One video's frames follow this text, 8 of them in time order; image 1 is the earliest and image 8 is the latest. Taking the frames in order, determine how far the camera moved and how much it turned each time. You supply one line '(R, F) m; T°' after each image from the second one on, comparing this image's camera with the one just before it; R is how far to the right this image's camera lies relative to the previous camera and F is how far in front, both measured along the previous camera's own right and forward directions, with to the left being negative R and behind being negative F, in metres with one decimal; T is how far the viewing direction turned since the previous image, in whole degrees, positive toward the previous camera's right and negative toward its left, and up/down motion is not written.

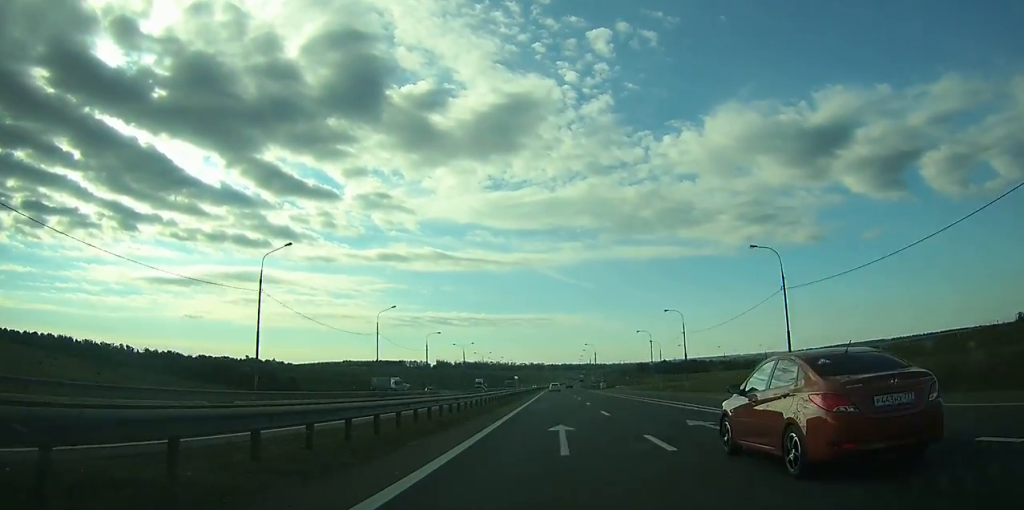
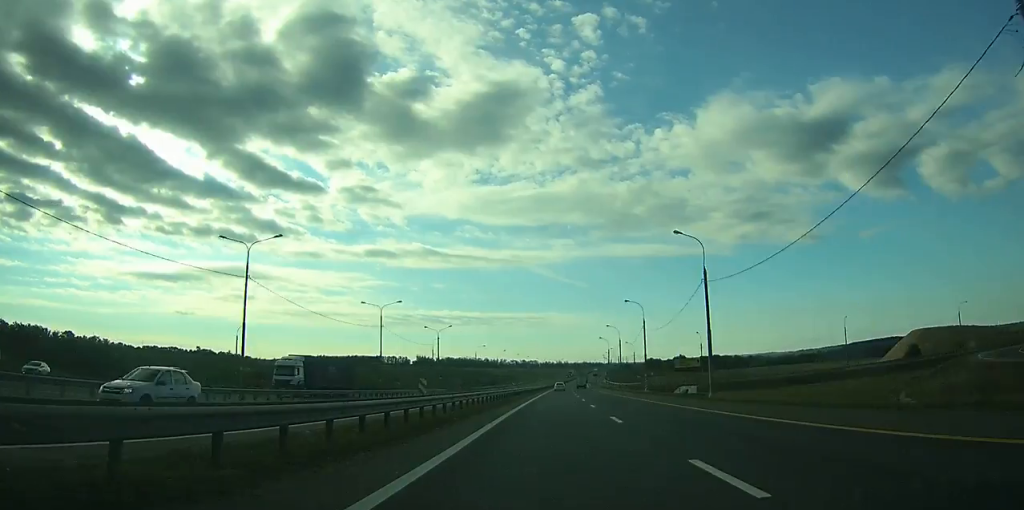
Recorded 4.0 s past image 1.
(+0.4, +129.8) m; +1°
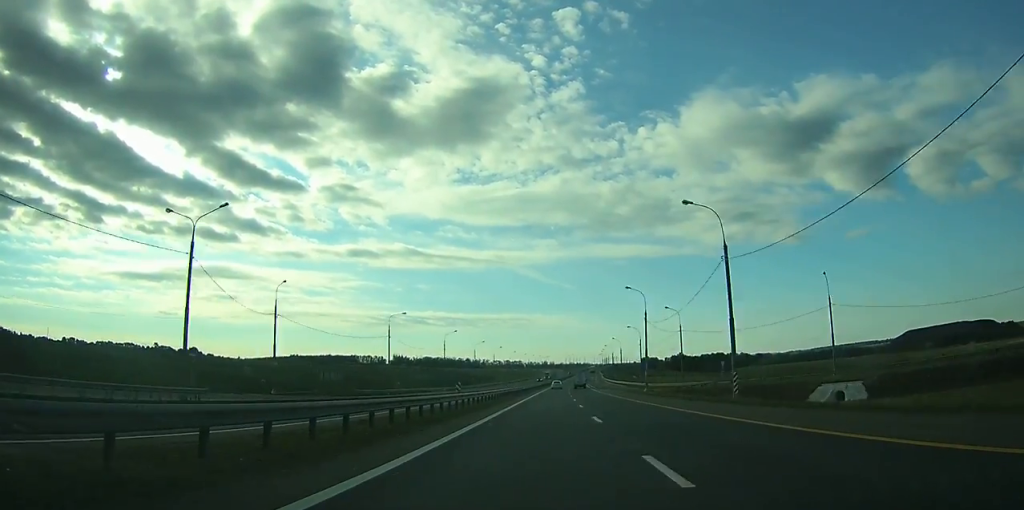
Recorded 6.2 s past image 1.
(+0.4, +71.2) m; +1°
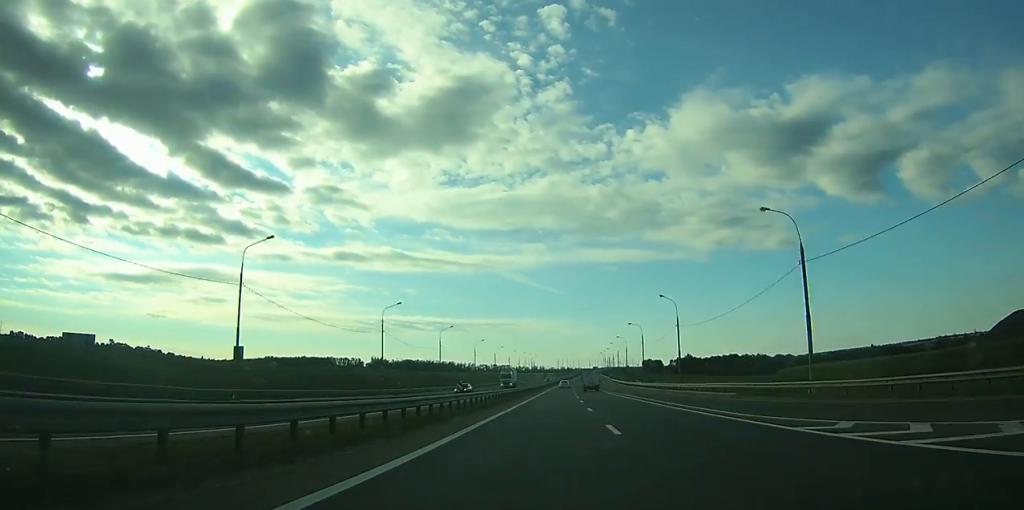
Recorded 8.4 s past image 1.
(+1.0, +73.3) m; +1°
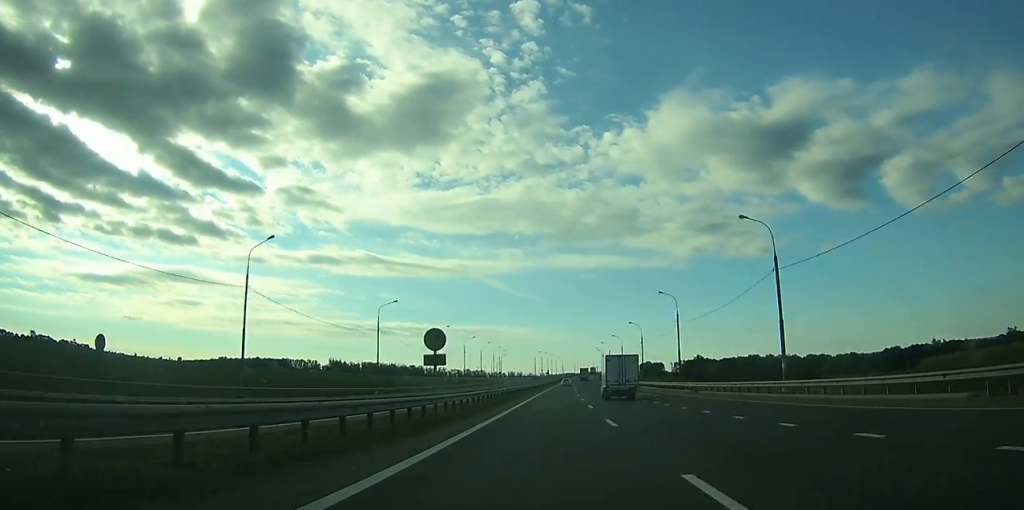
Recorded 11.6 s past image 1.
(+1.7, +99.5) m; +2°
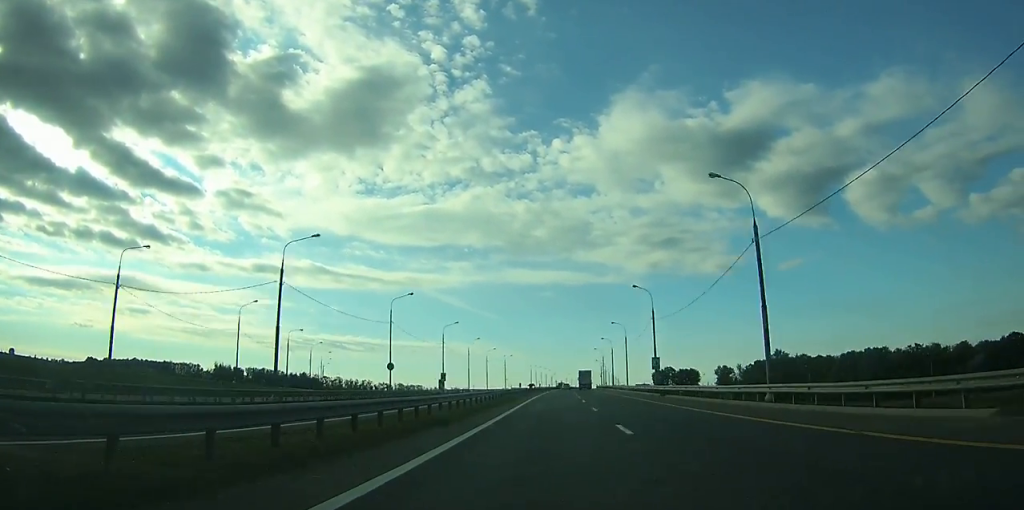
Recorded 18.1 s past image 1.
(+7.9, +219.1) m; +4°
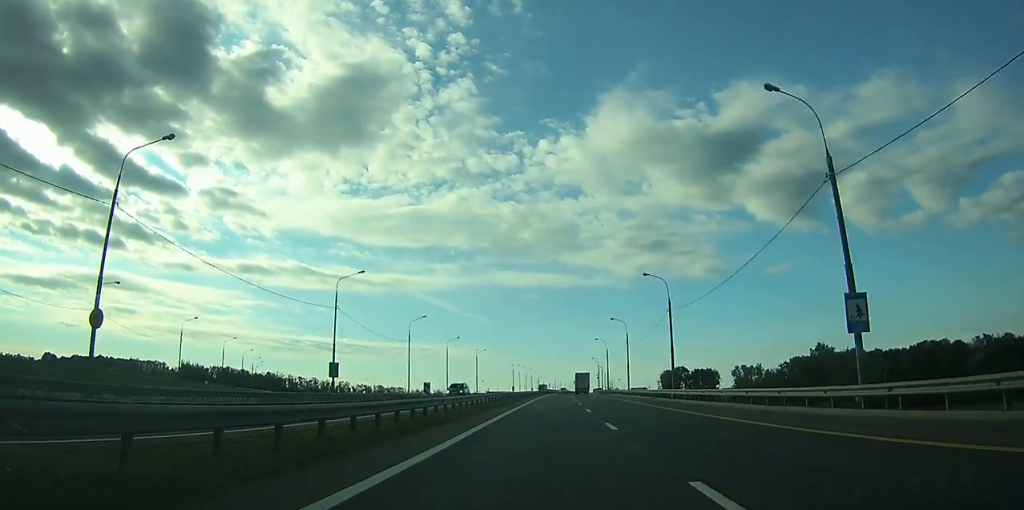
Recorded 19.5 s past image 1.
(+0.3, +46.3) m; +1°
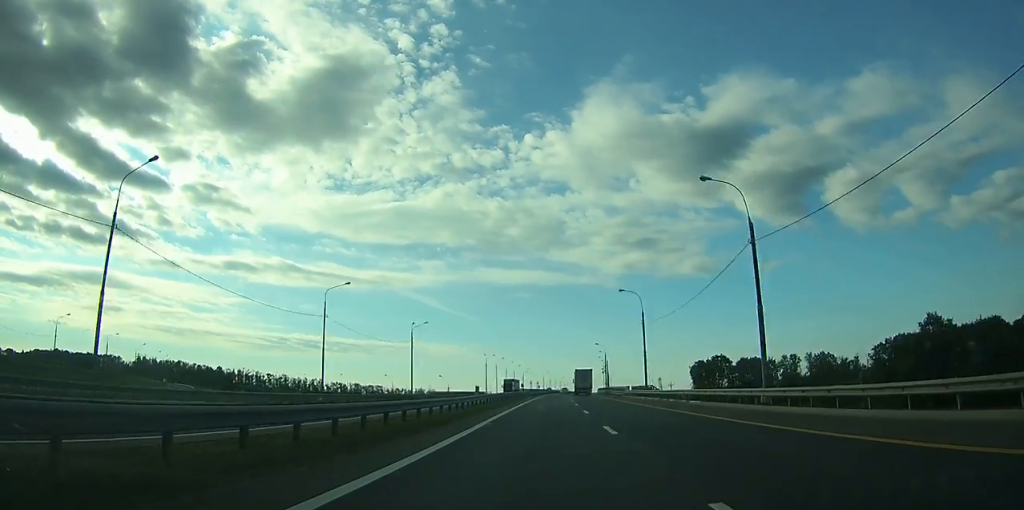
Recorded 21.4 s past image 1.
(+0.6, +62.9) m; +1°
